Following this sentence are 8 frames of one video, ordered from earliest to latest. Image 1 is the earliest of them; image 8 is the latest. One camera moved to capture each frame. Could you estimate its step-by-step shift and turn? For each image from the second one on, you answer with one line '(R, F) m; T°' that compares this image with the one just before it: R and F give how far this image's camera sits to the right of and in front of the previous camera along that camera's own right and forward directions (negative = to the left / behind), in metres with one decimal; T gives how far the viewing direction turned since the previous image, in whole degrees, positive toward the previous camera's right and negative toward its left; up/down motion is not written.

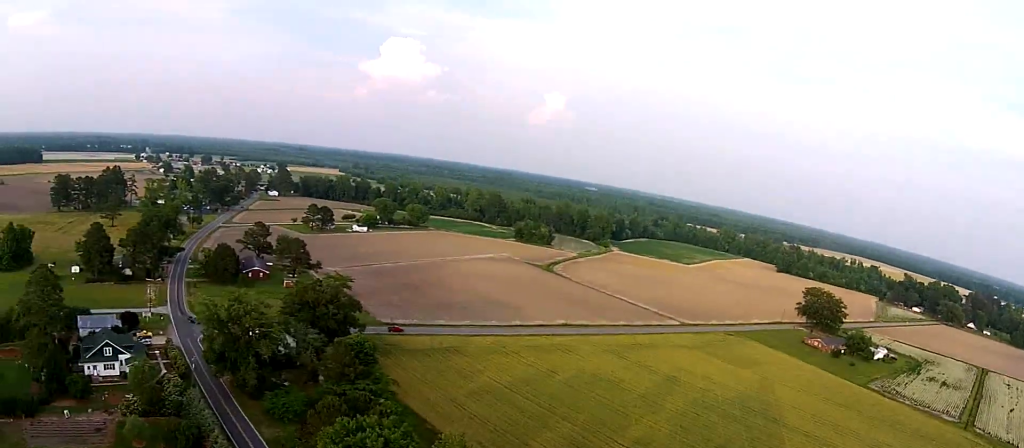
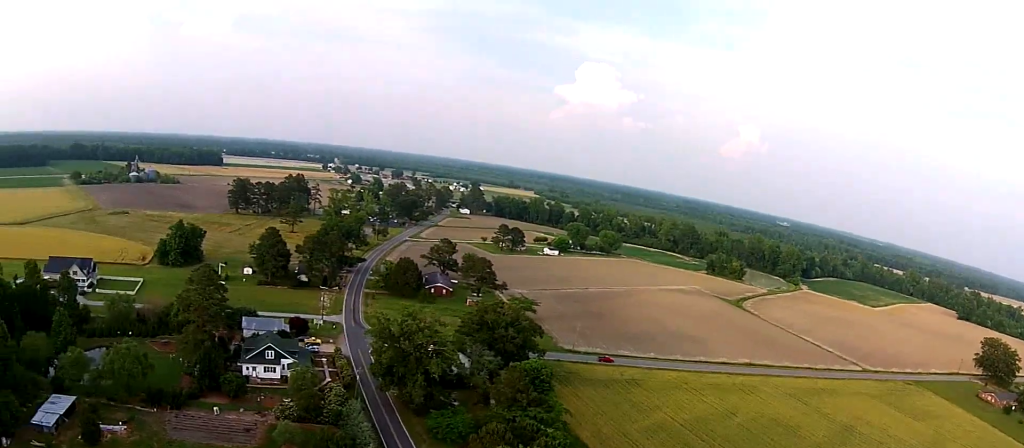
(-0.4, +4.4) m; -10°
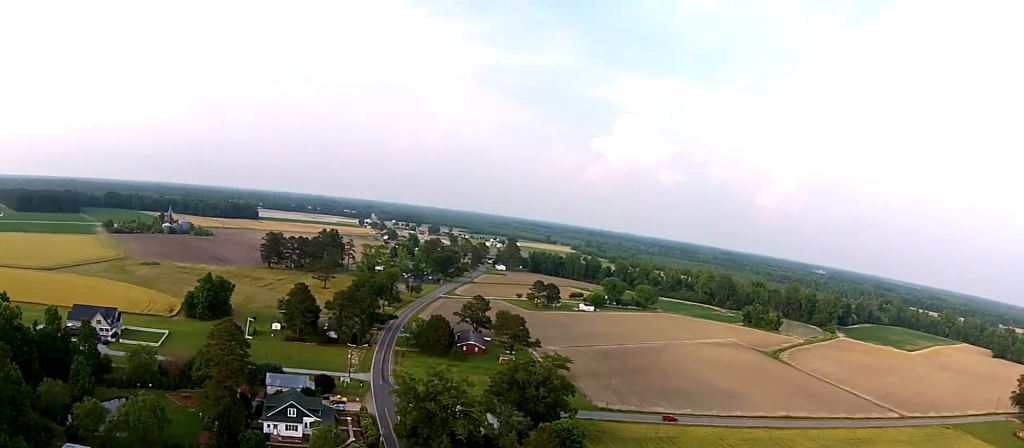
(-0.4, +4.4) m; -8°
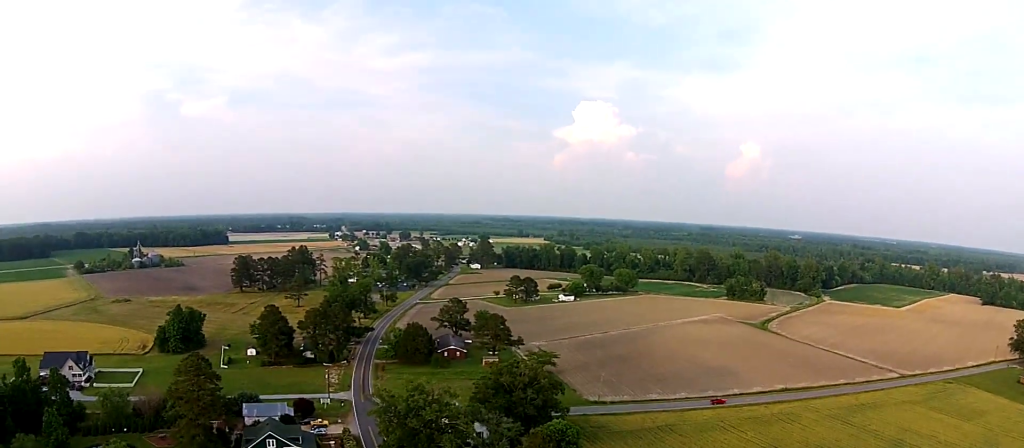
(-0.8, +7.5) m; -14°
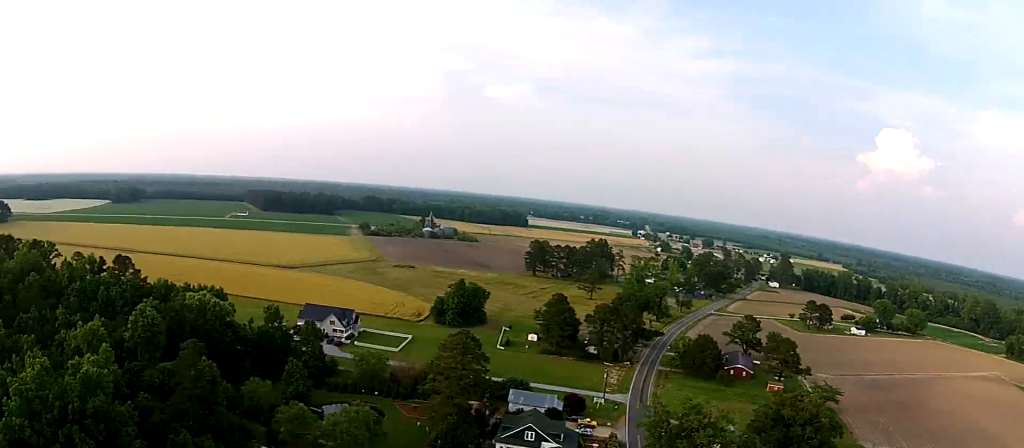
(-1.0, +7.3) m; -15°
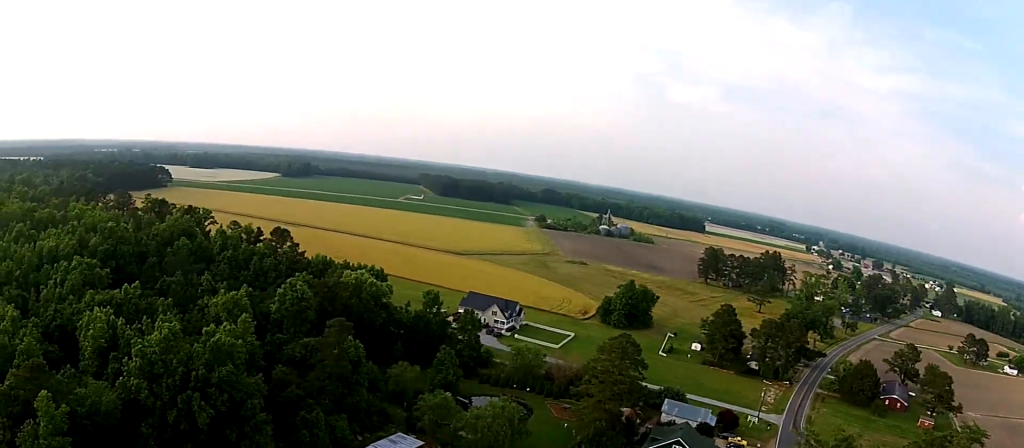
(-0.4, +4.6) m; -5°
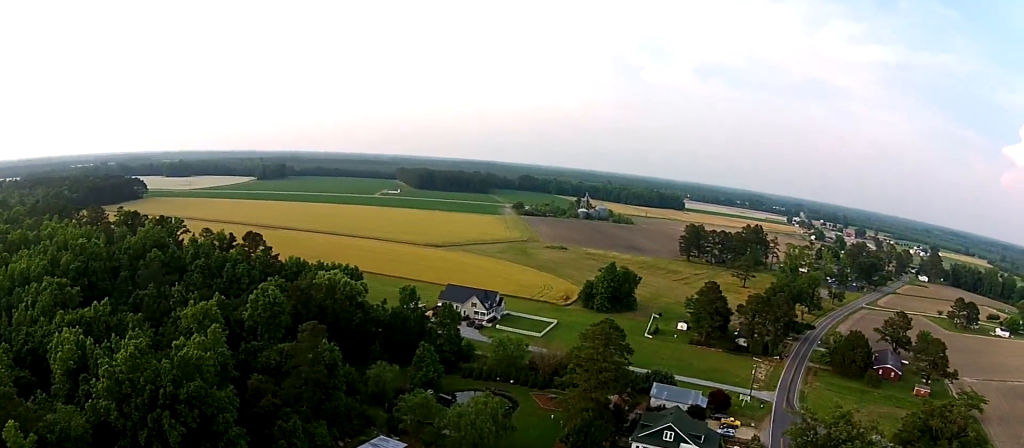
(-0.2, +4.7) m; -4°
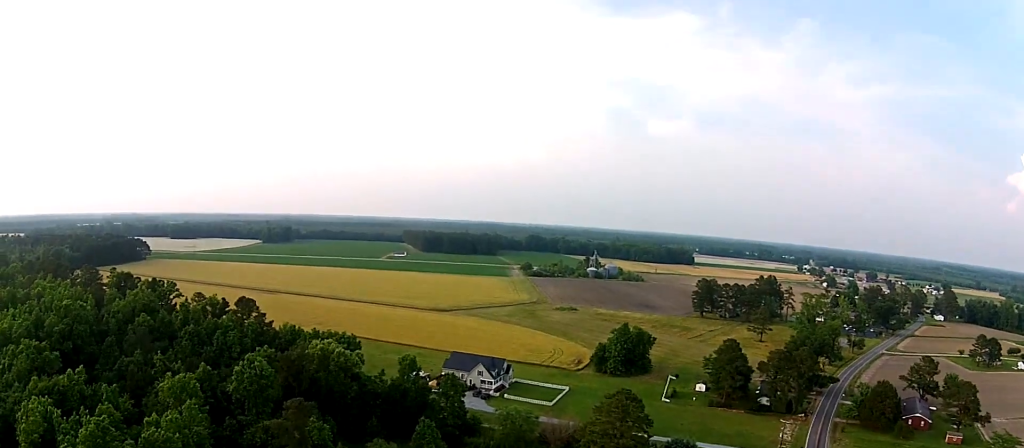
(-0.6, +11.2) m; -6°
